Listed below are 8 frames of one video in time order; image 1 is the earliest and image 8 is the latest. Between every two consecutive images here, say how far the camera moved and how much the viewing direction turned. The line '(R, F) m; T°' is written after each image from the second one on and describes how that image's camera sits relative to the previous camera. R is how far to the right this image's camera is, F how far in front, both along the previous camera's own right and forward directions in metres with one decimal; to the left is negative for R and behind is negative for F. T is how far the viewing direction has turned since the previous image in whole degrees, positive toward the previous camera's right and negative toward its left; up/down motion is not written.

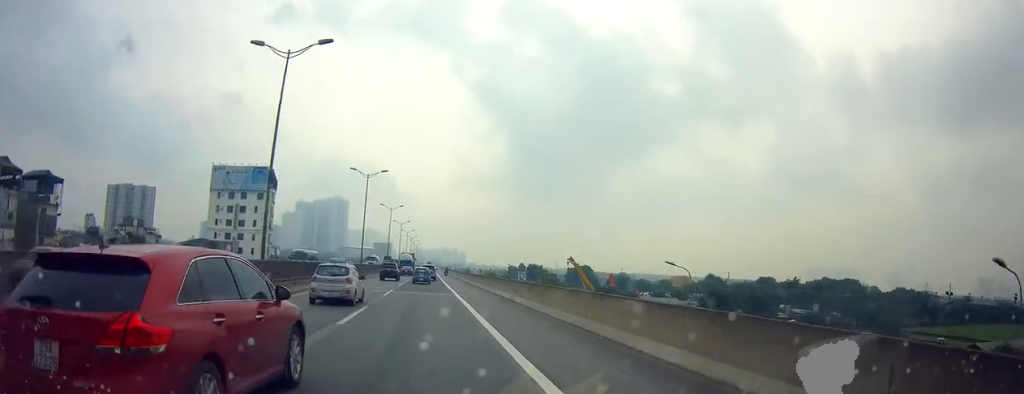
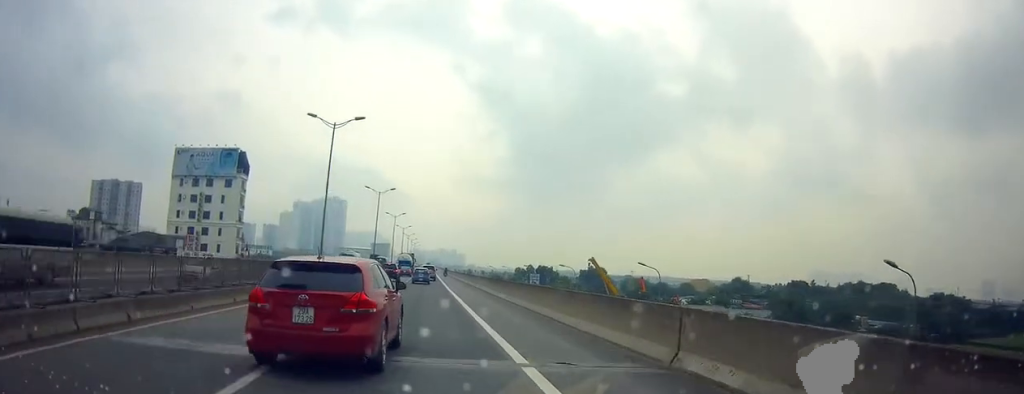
(-0.1, +25.1) m; +1°
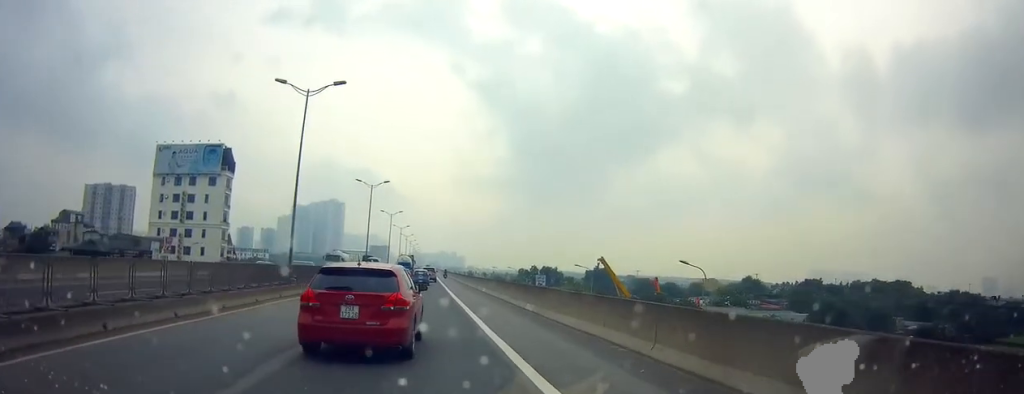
(-0.2, +9.3) m; +1°
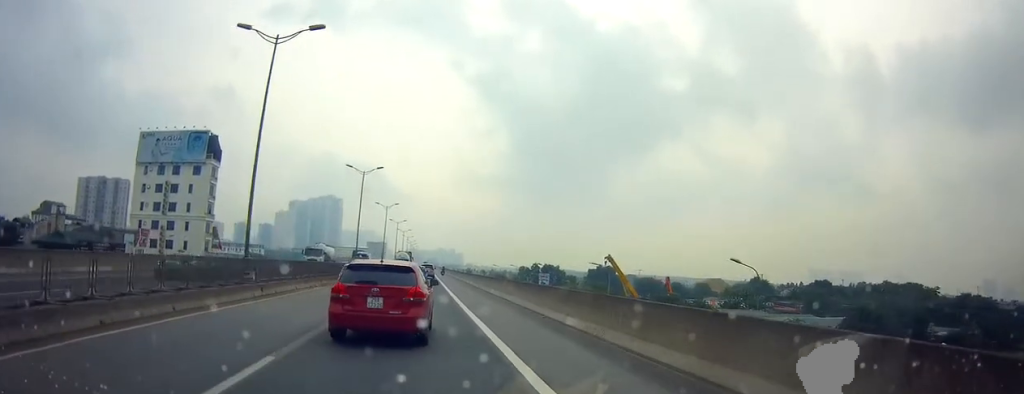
(+0.3, +8.0) m; 0°
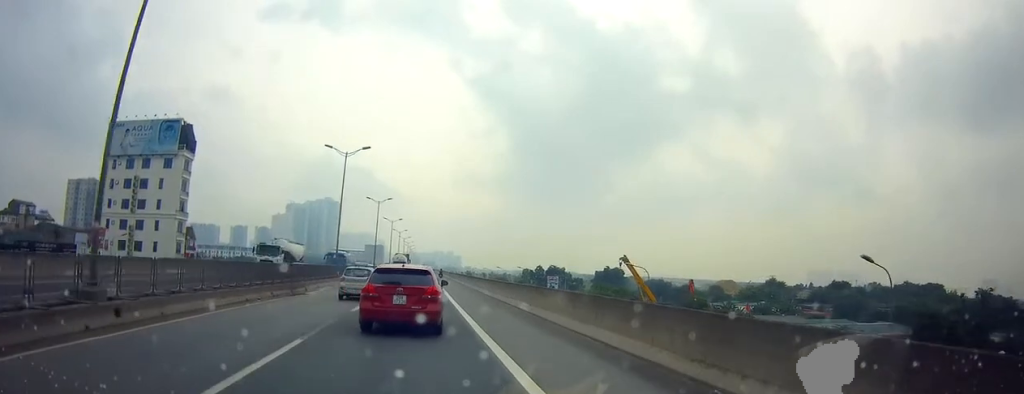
(+0.3, +12.6) m; 0°
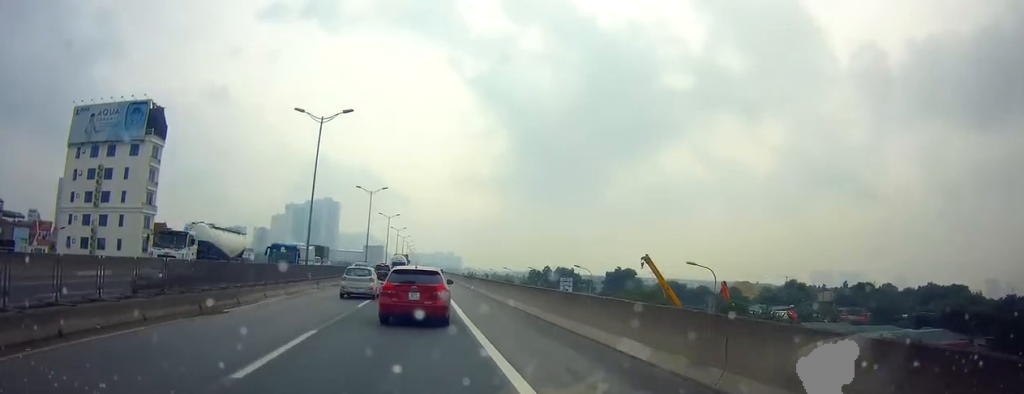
(-0.5, +13.1) m; -2°
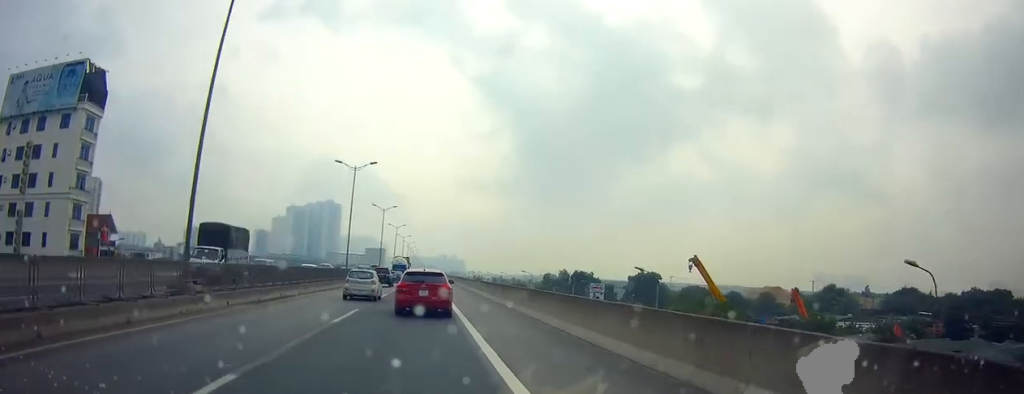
(+0.1, +21.0) m; +2°
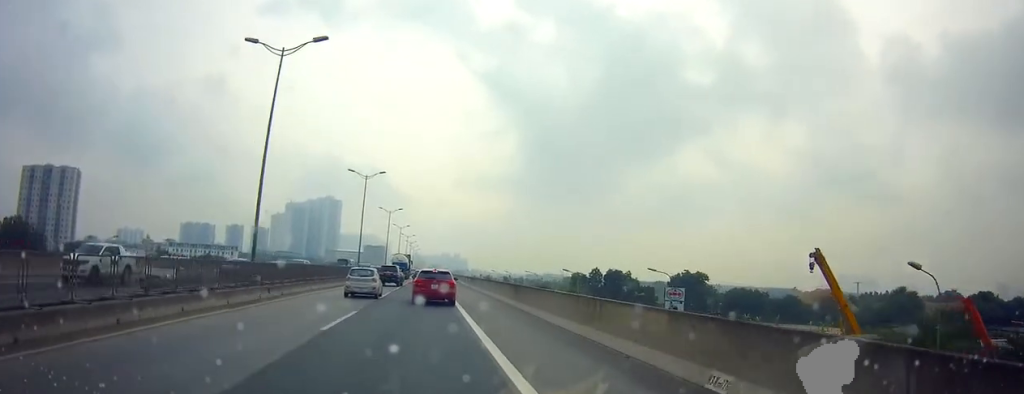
(-0.2, +32.8) m; -2°
